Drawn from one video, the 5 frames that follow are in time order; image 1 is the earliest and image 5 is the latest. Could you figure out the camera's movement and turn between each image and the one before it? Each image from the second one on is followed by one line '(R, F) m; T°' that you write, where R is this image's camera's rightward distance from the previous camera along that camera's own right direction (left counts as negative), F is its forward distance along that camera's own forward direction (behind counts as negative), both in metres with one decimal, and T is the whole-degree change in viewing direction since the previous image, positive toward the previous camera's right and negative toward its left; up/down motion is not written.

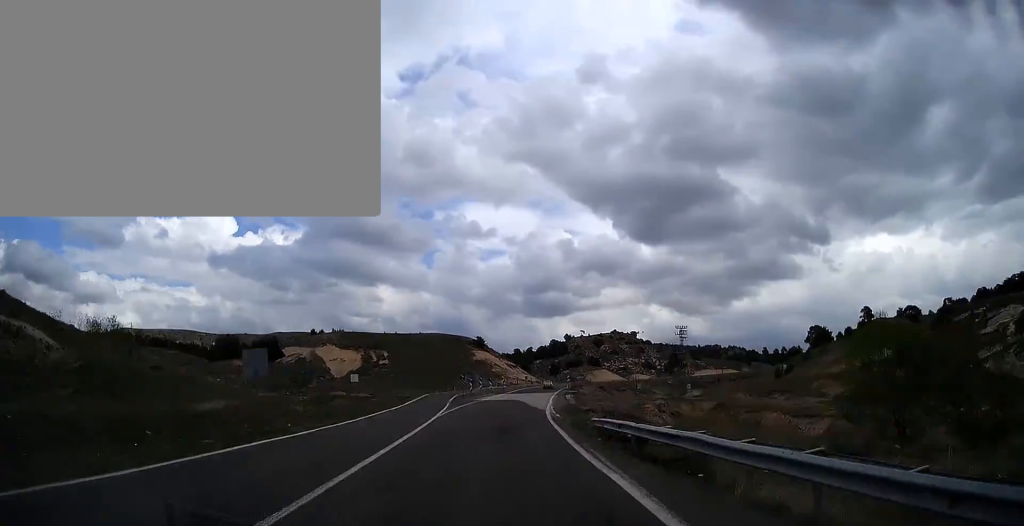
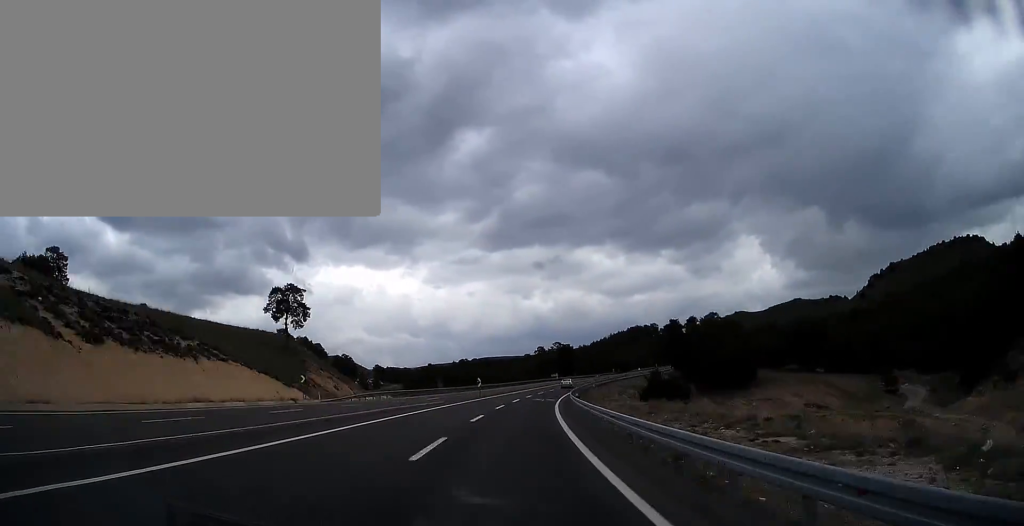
(+292.4, +502.5) m; +63°
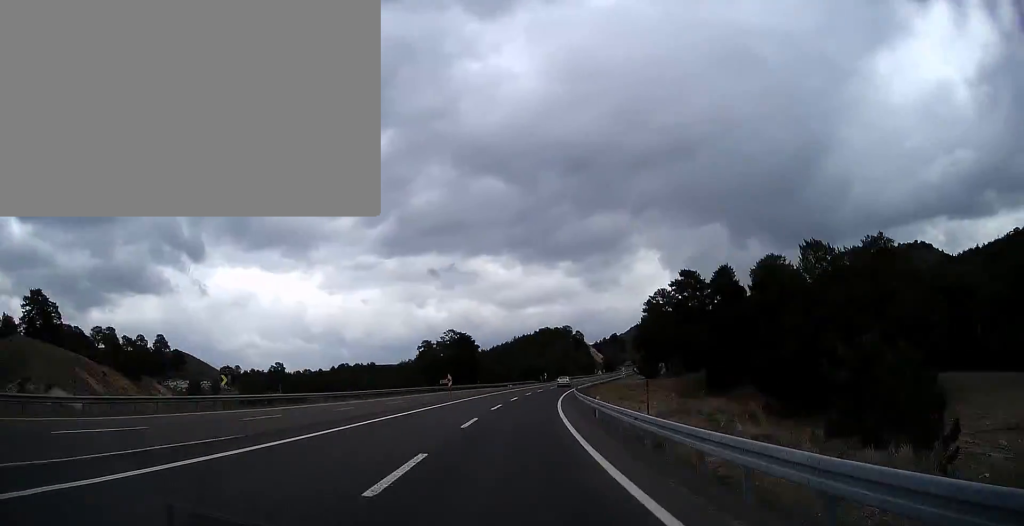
(+10.1, +97.0) m; +4°
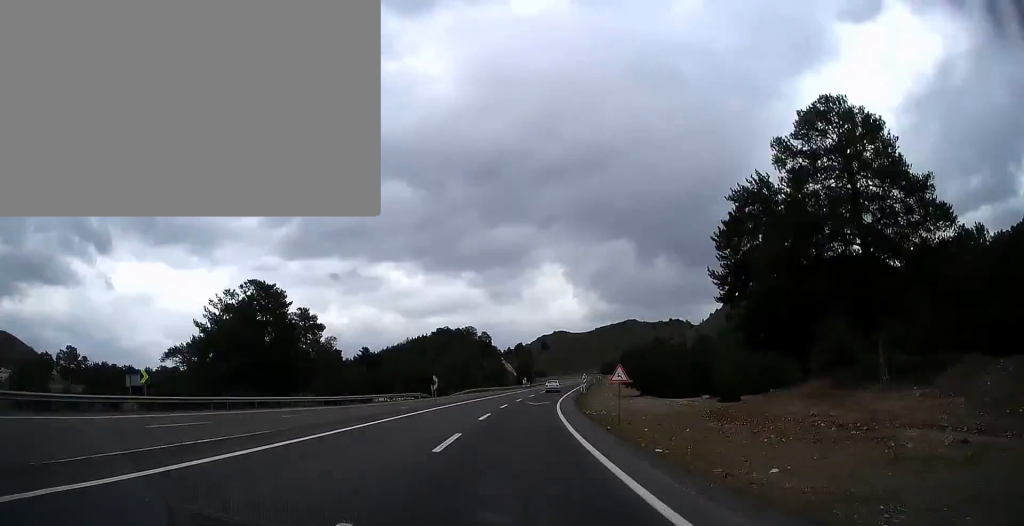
(+9.4, +80.2) m; +2°
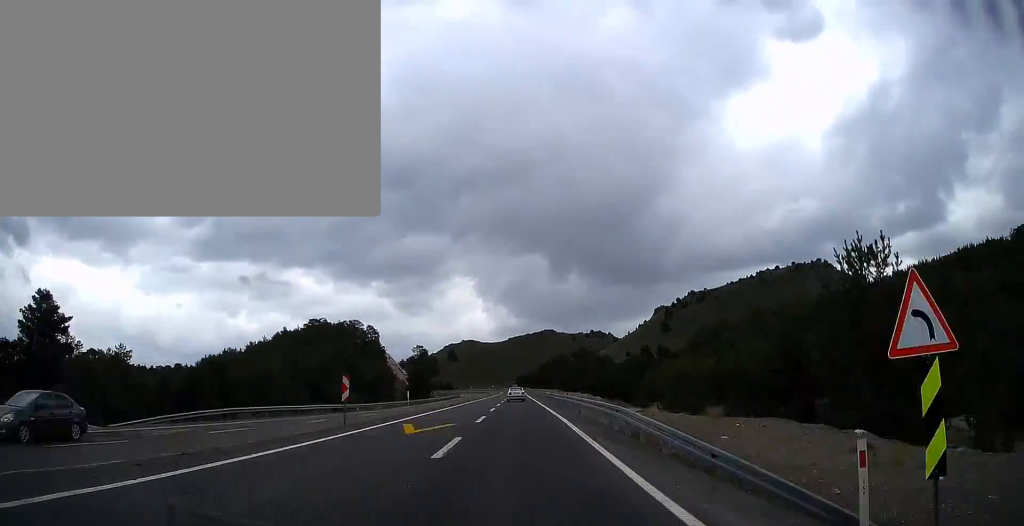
(+2.7, +72.1) m; -1°
